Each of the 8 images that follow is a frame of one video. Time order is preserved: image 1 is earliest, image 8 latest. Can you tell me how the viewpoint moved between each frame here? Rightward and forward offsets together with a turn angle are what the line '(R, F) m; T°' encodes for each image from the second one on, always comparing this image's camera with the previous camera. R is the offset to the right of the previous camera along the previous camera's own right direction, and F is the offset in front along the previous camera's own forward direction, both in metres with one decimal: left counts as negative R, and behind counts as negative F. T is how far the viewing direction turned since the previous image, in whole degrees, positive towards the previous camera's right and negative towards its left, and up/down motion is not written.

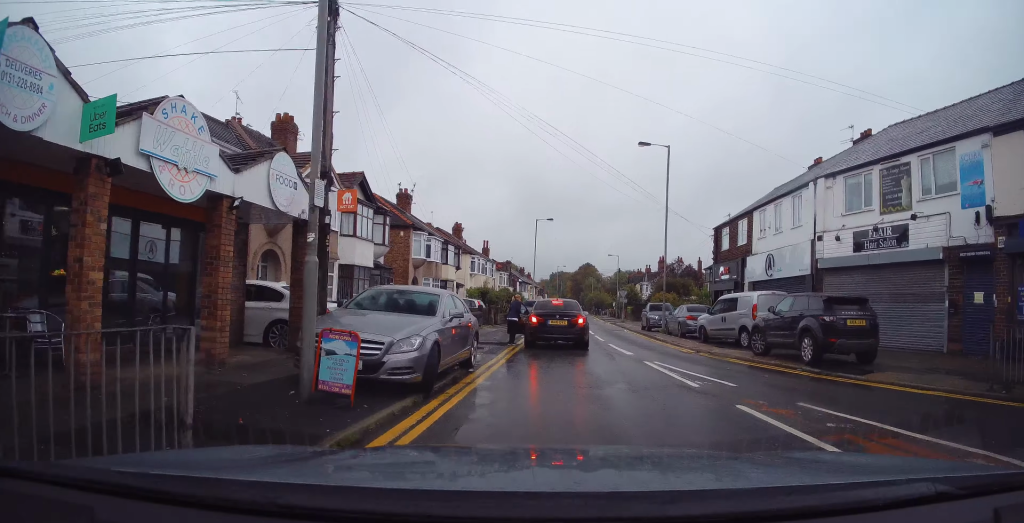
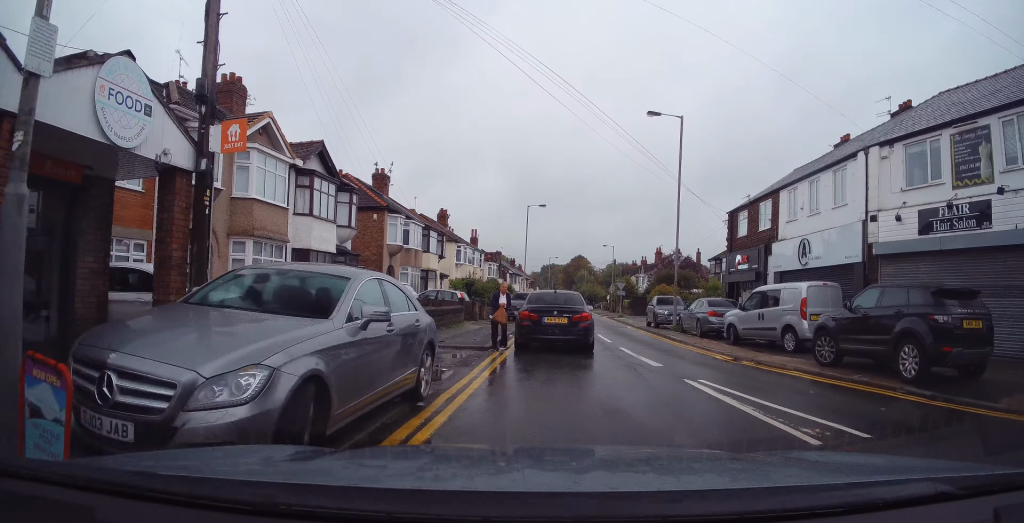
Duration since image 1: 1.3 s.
(0.0, +4.1) m; +3°
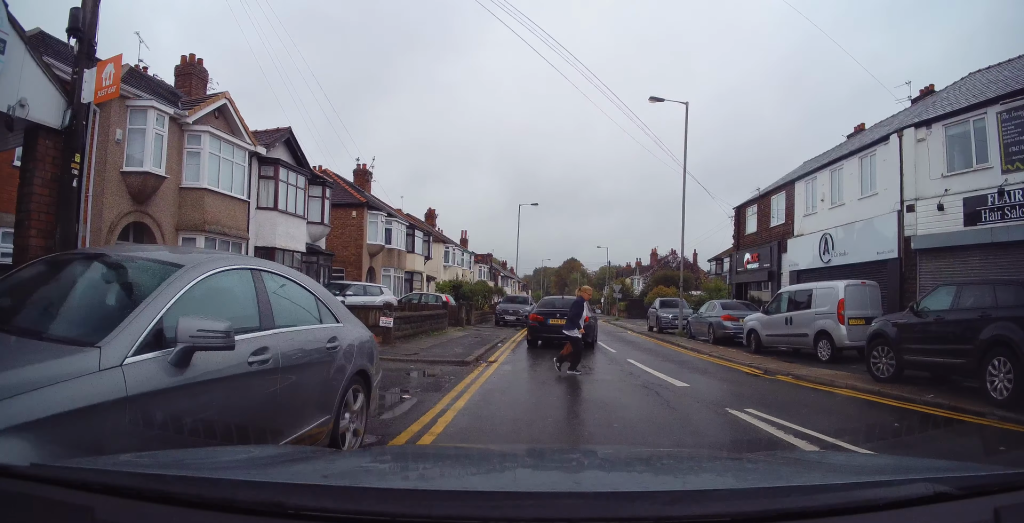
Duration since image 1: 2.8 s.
(-0.1, +2.7) m; -1°
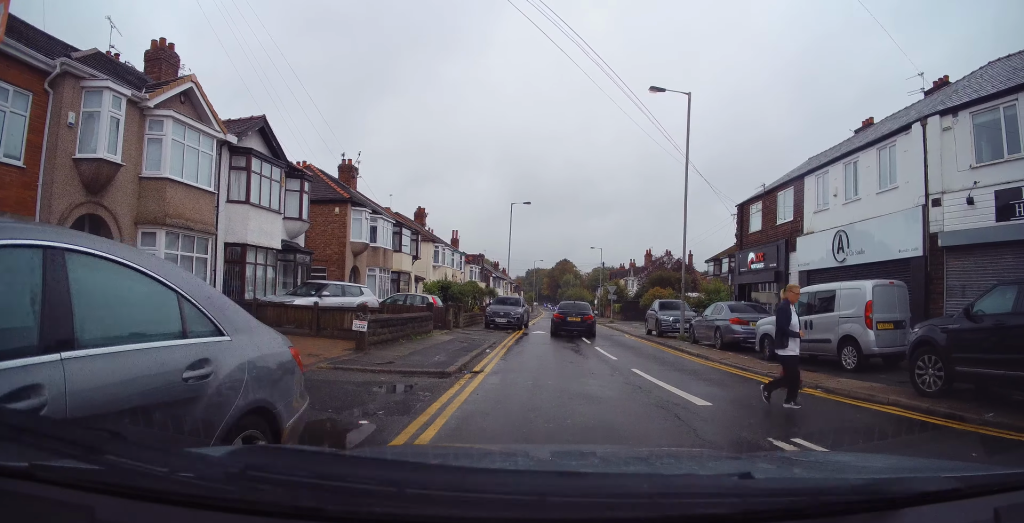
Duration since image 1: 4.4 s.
(0.0, +1.5) m; -5°
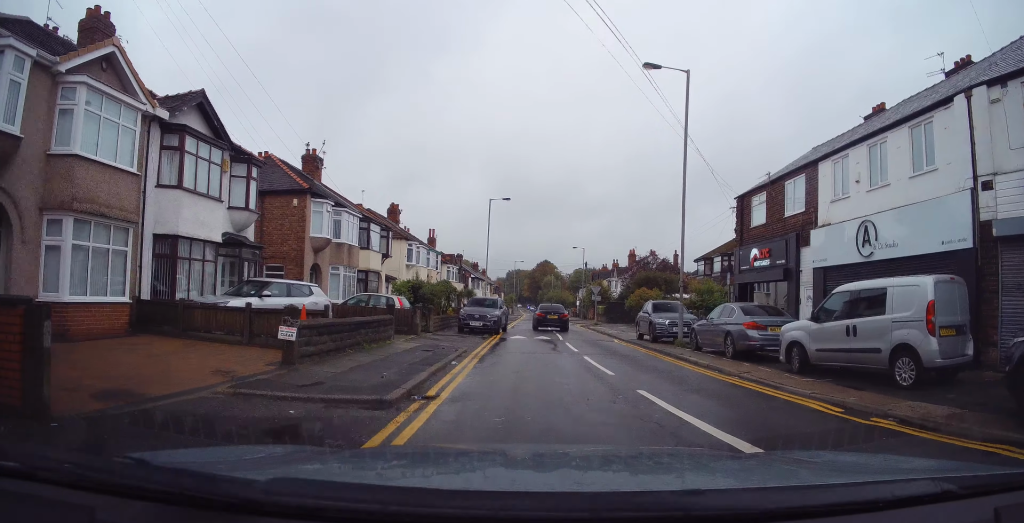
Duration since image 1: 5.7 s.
(-0.2, +2.0) m; +5°
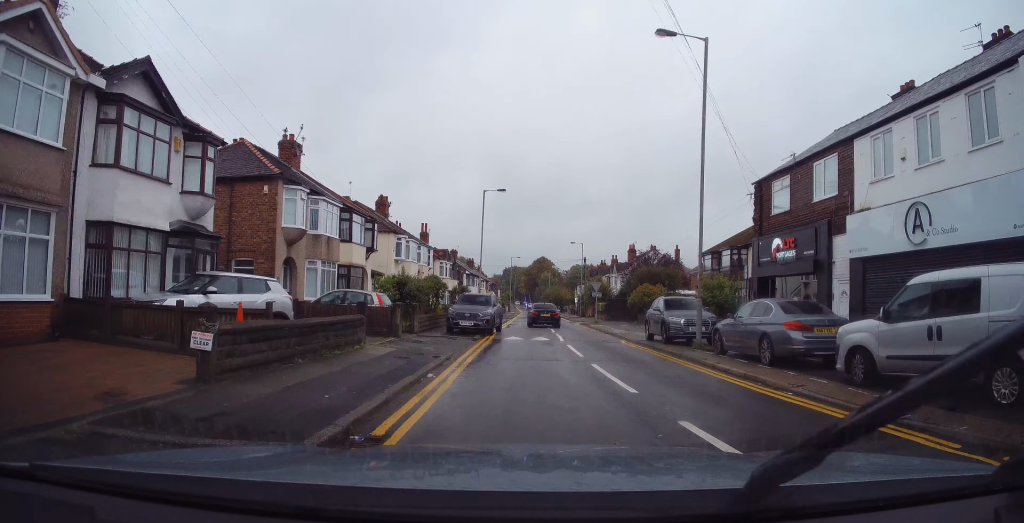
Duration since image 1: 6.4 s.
(+0.2, +1.8) m; +1°
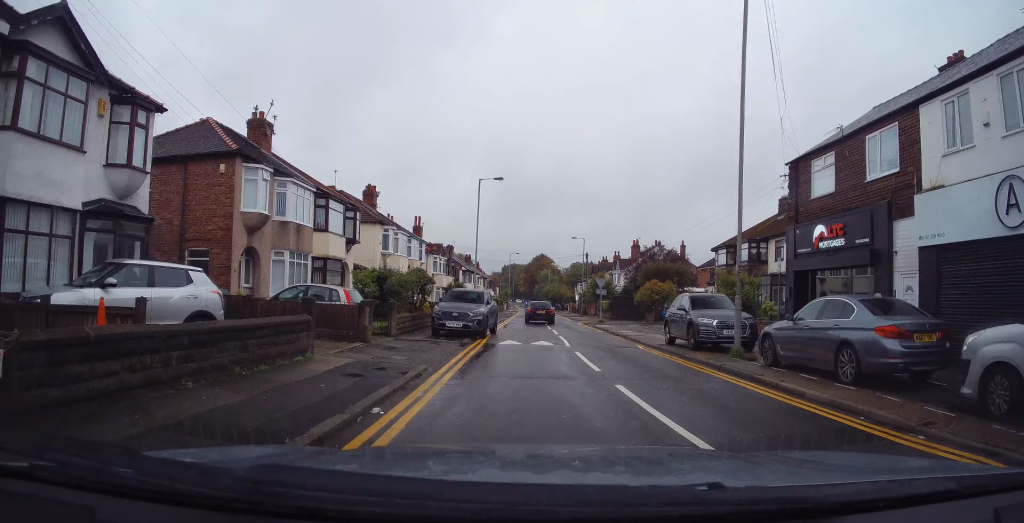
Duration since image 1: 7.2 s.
(+0.1, +2.4) m; -4°
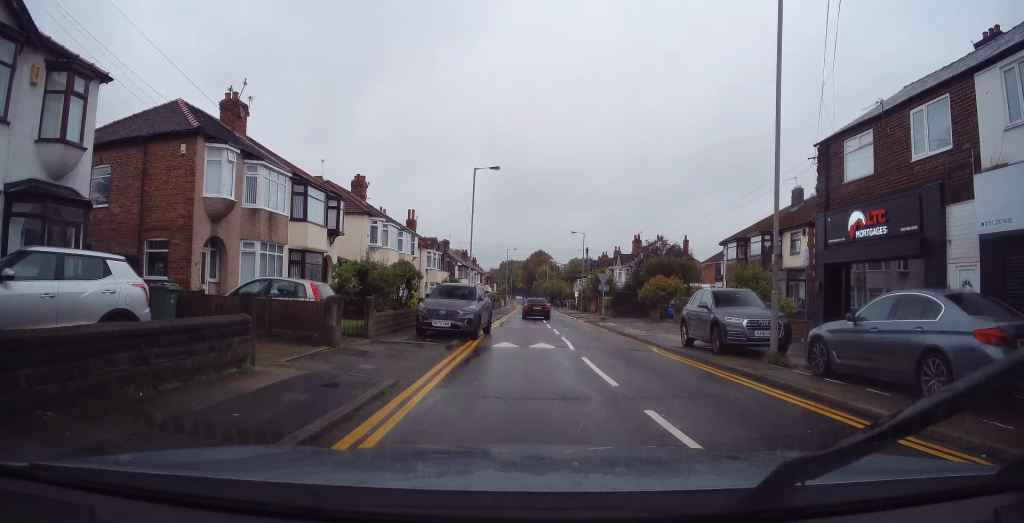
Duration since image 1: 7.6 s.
(-0.3, +1.8) m; 0°
